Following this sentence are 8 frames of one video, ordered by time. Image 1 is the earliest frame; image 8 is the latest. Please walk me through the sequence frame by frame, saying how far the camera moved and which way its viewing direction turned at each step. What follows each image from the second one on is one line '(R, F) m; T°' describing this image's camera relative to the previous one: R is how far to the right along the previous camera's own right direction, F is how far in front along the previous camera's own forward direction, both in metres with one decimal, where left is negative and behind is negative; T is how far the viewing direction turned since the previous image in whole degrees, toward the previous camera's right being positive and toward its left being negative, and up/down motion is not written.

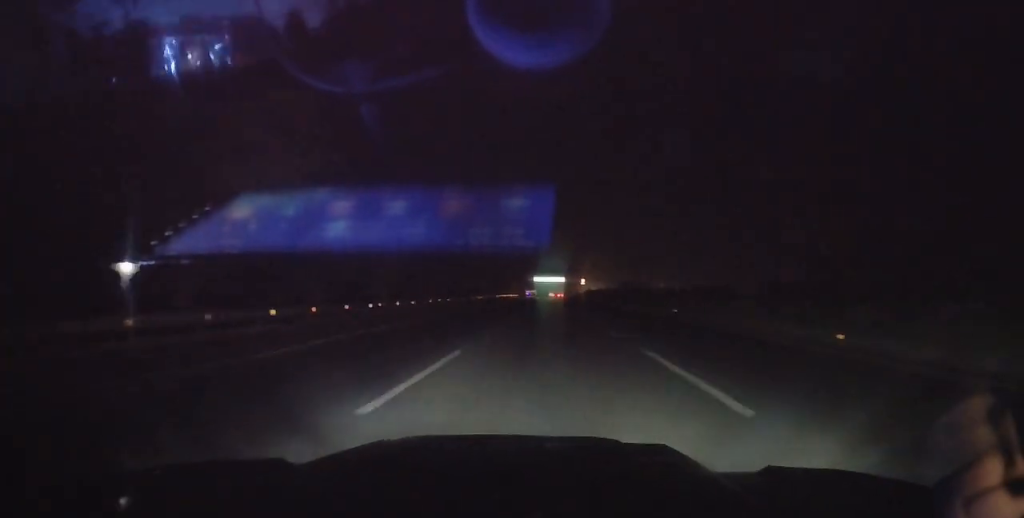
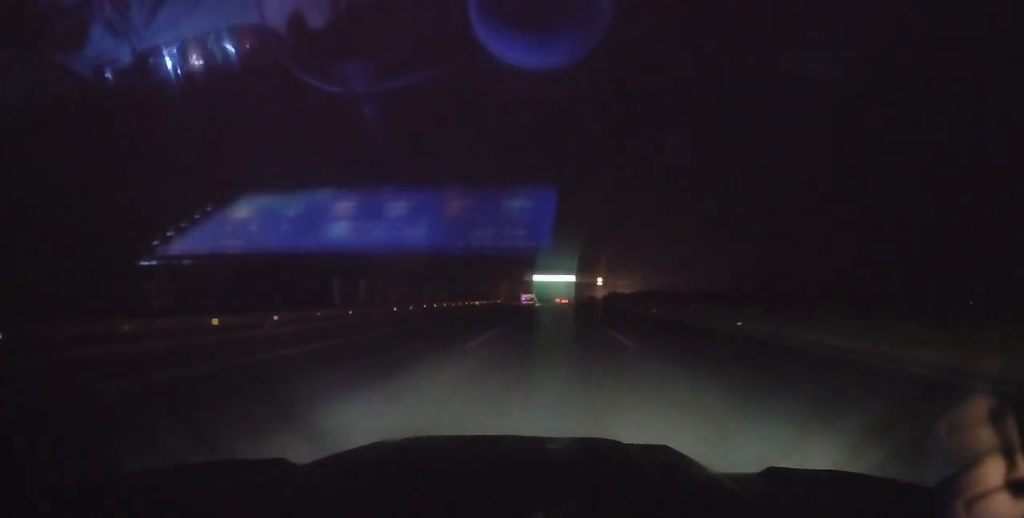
(0.0, +66.2) m; 0°
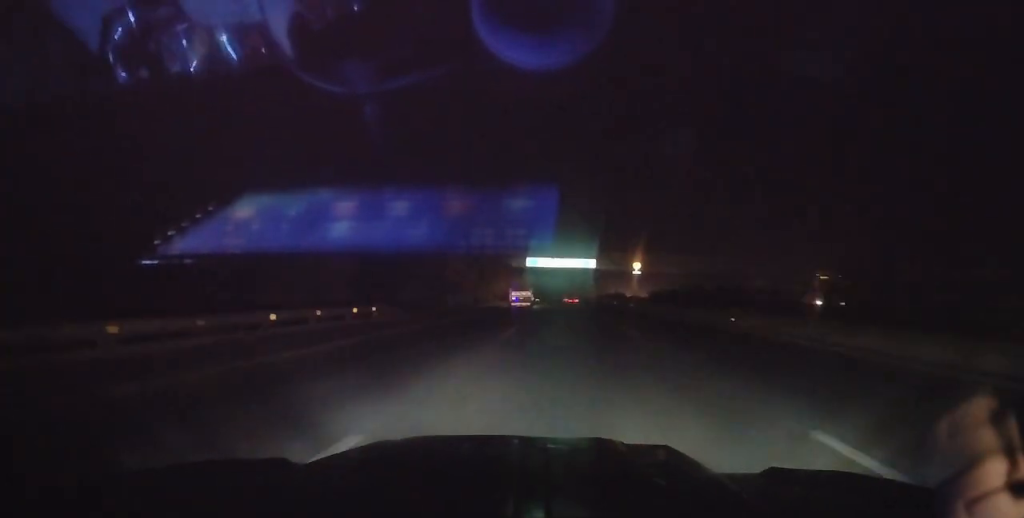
(-0.1, +72.1) m; 0°
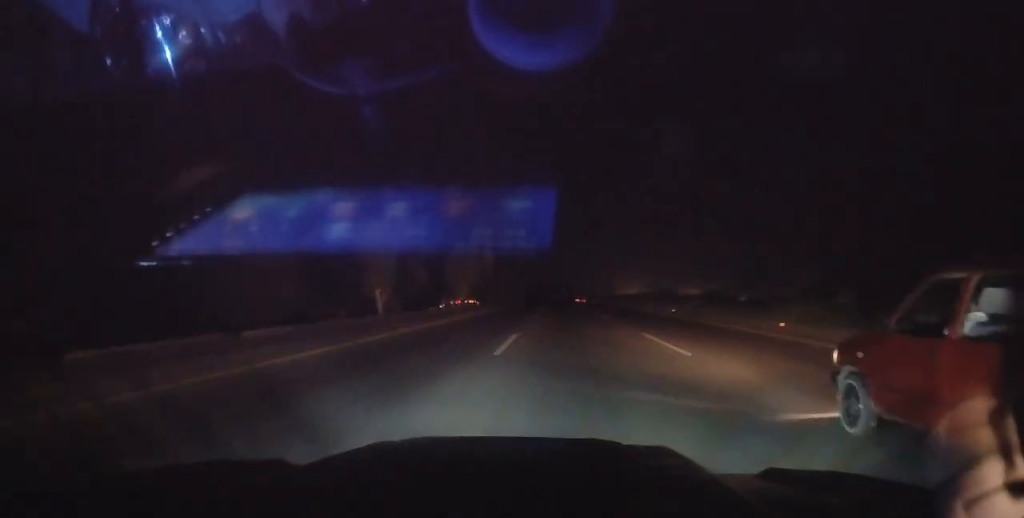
(+0.2, +157.0) m; +1°
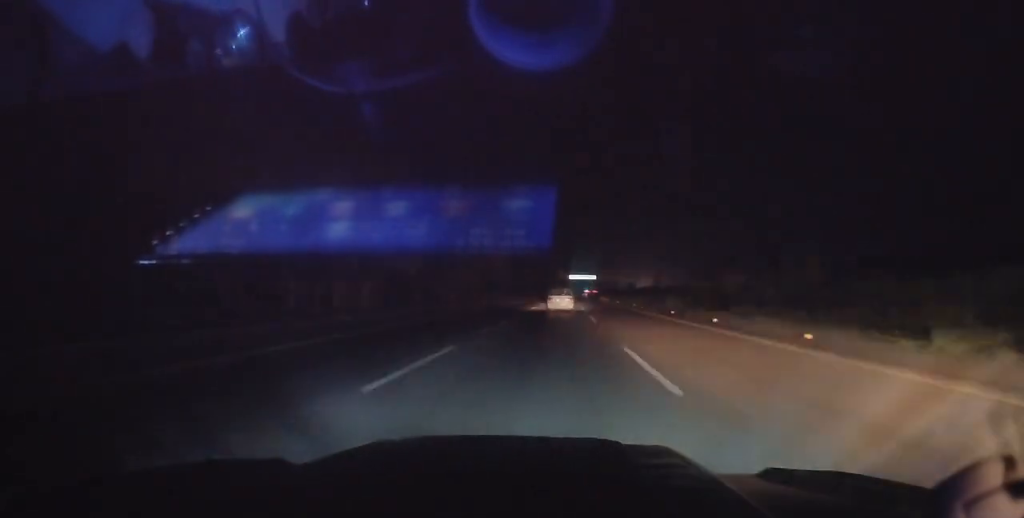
(+21.5, +394.1) m; +6°
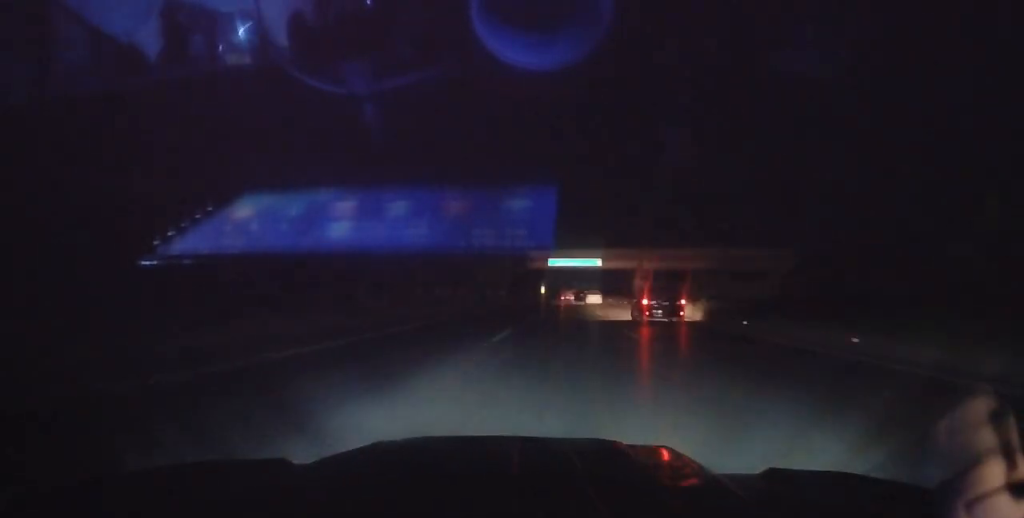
(+1.9, +110.5) m; +1°
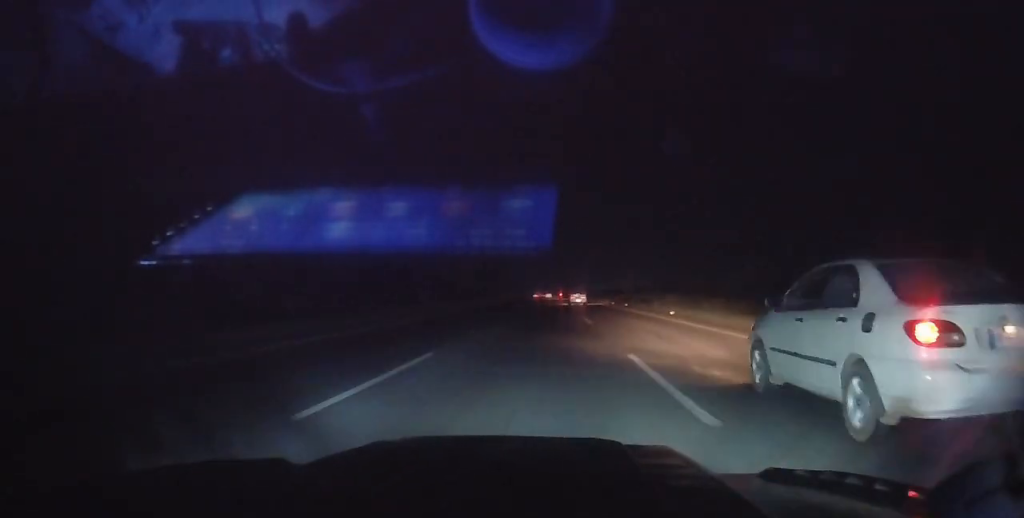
(+5.8, +341.7) m; -1°
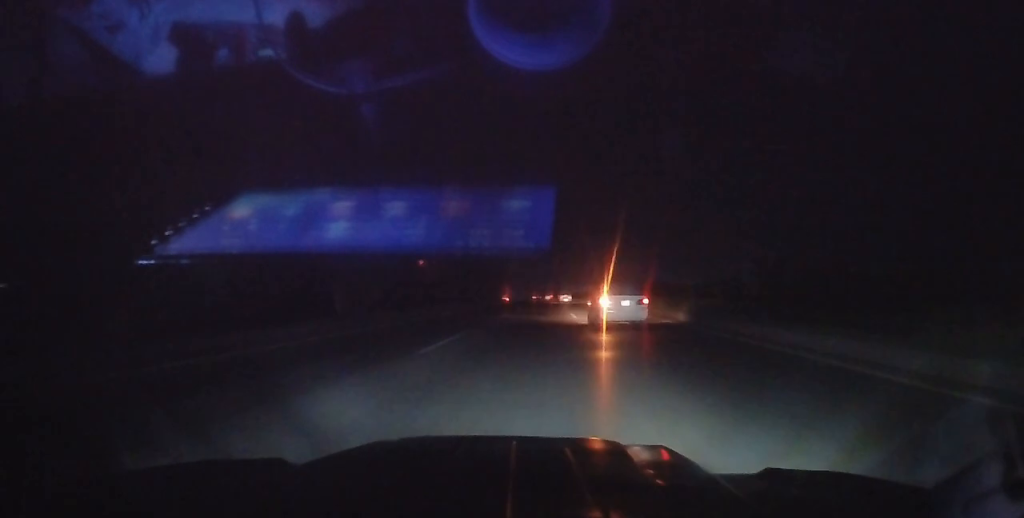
(-0.1, +83.5) m; -1°
